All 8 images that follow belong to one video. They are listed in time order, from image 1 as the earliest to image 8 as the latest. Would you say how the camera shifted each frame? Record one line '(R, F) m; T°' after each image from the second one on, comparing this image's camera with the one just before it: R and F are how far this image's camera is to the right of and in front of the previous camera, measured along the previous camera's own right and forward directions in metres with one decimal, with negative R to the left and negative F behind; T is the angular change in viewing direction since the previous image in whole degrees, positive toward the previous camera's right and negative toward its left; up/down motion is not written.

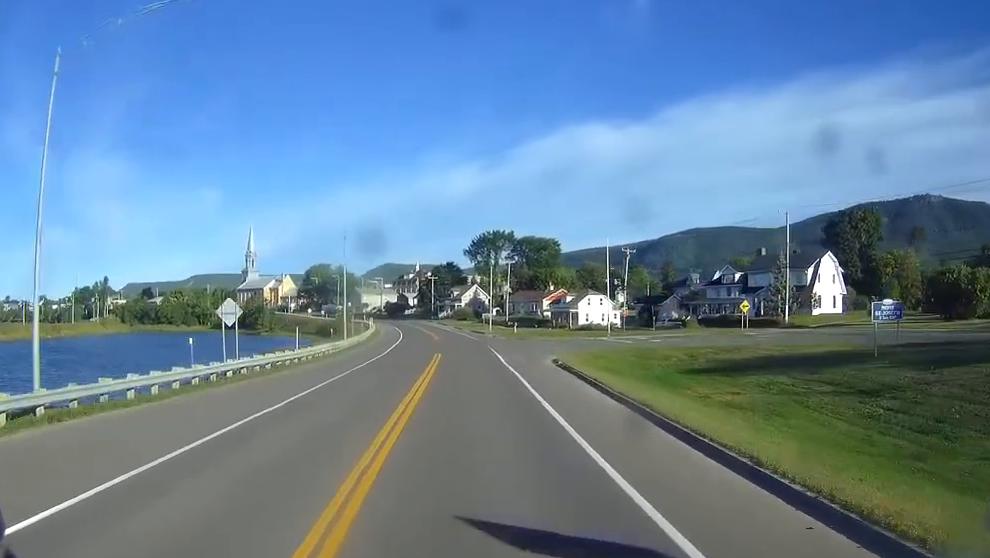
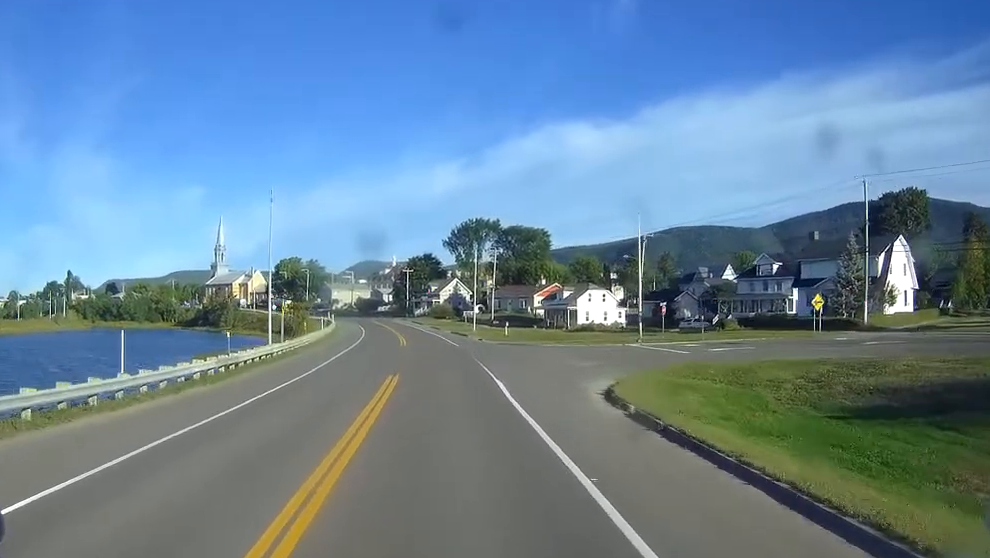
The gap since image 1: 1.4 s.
(+0.2, +22.4) m; +1°
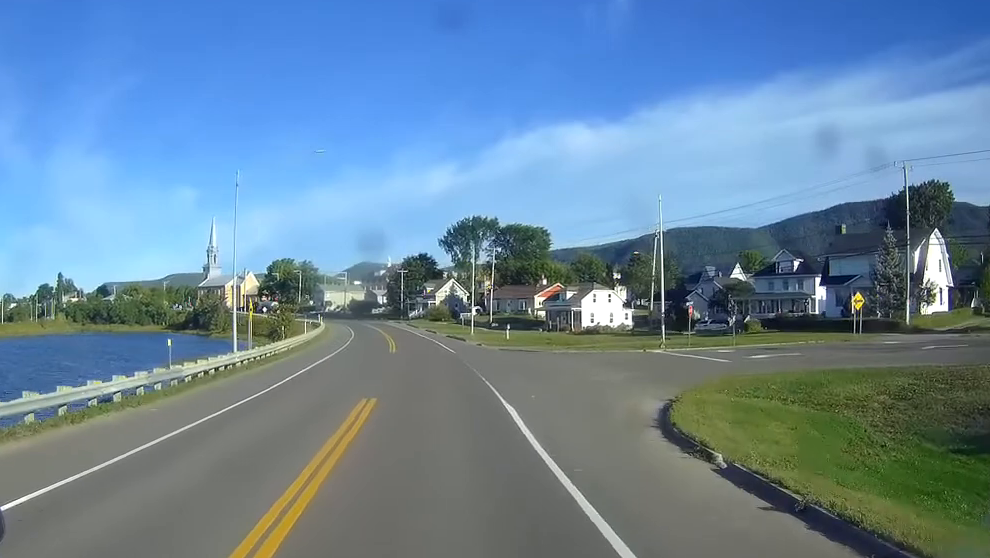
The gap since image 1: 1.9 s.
(0.0, +7.5) m; 0°
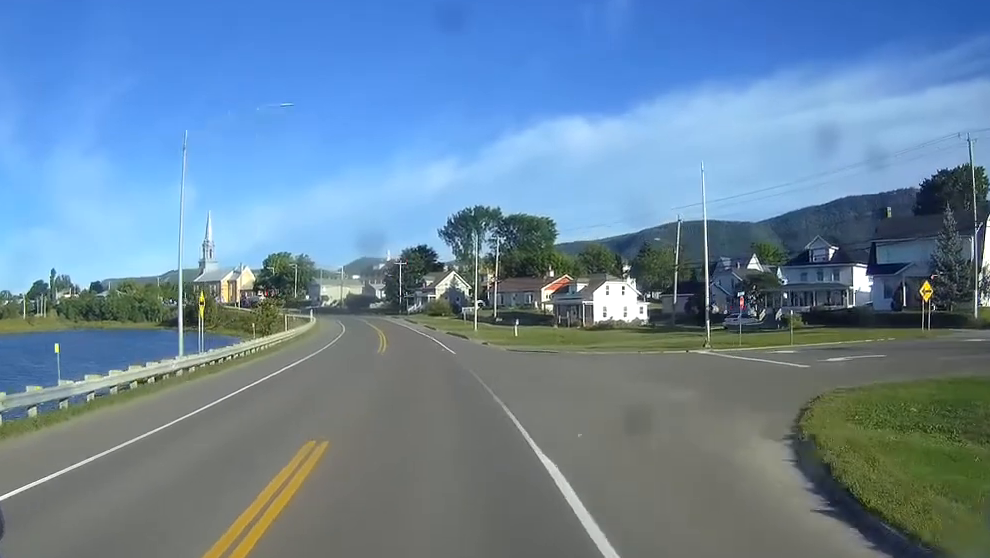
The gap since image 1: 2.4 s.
(0.0, +9.1) m; 0°
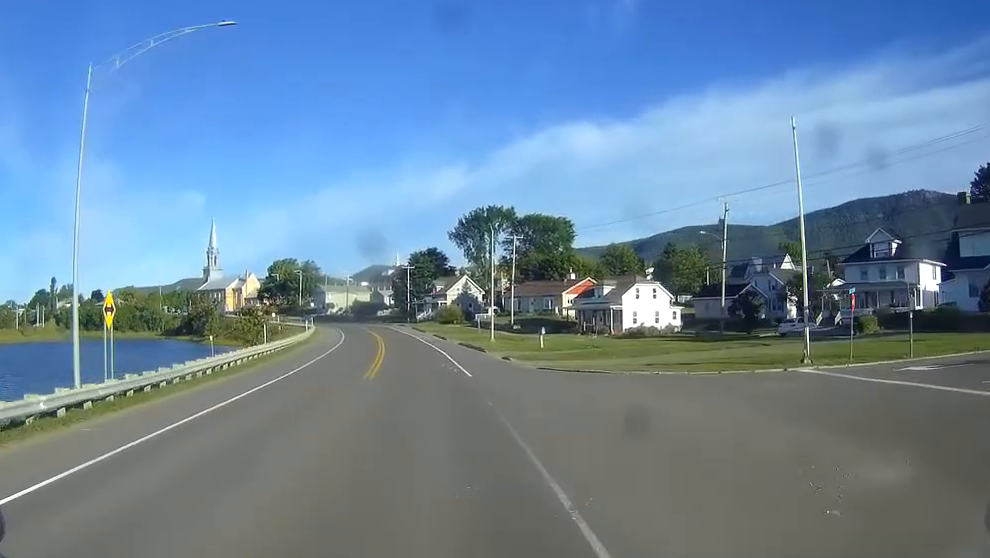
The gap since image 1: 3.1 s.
(0.0, +11.3) m; 0°
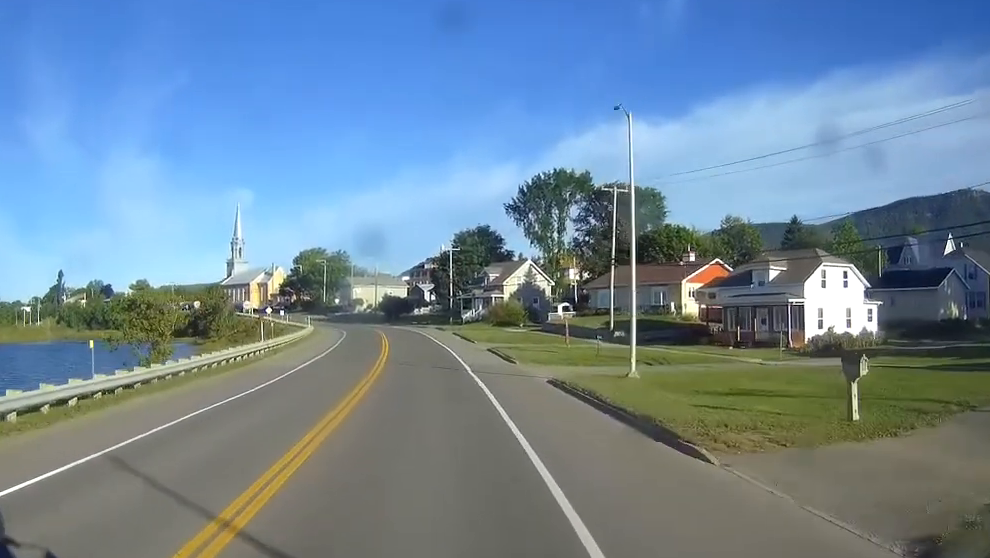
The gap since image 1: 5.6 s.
(-1.3, +40.7) m; -4°
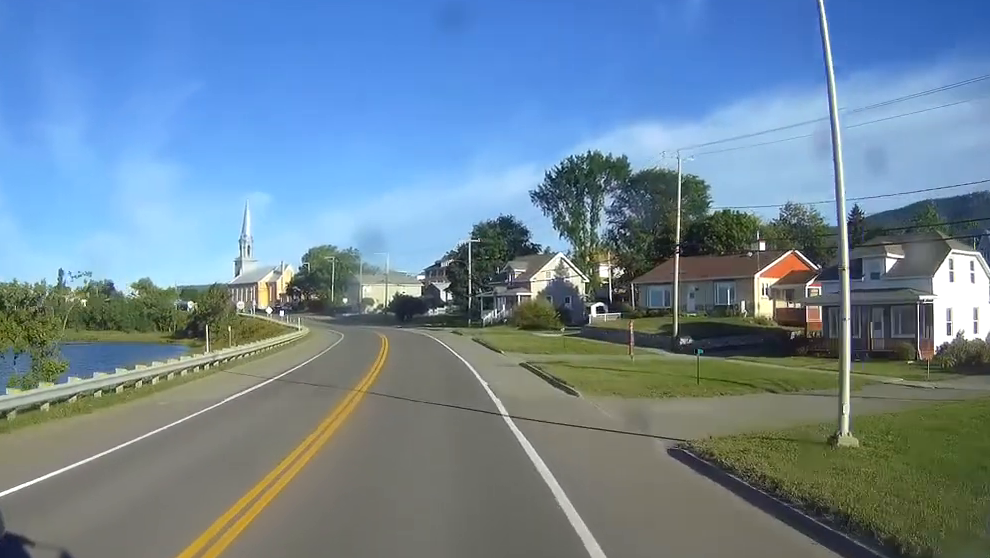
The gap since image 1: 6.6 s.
(-0.1, +15.3) m; -1°
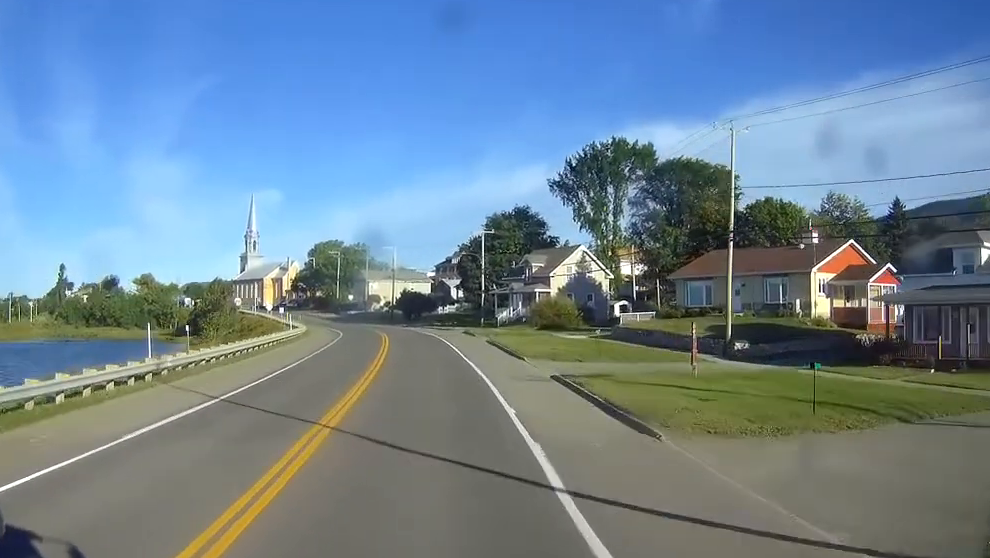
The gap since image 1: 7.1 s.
(0.0, +8.8) m; 0°
